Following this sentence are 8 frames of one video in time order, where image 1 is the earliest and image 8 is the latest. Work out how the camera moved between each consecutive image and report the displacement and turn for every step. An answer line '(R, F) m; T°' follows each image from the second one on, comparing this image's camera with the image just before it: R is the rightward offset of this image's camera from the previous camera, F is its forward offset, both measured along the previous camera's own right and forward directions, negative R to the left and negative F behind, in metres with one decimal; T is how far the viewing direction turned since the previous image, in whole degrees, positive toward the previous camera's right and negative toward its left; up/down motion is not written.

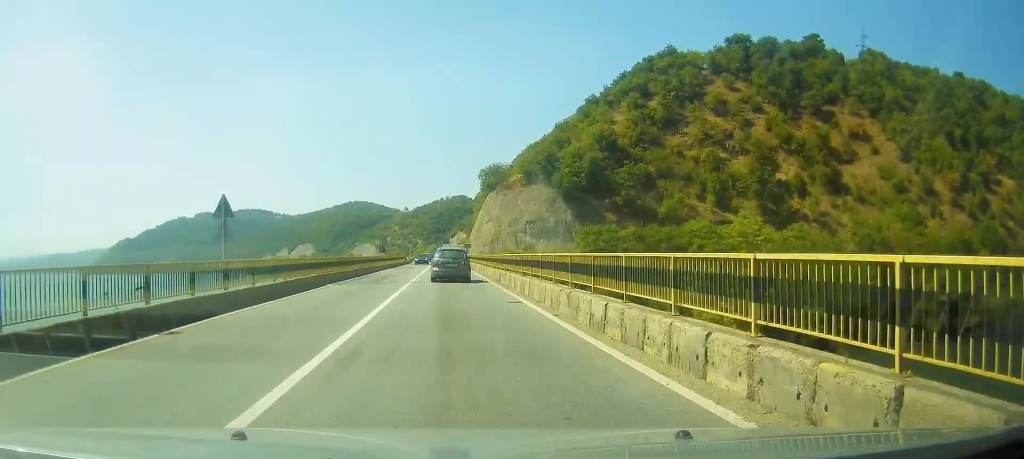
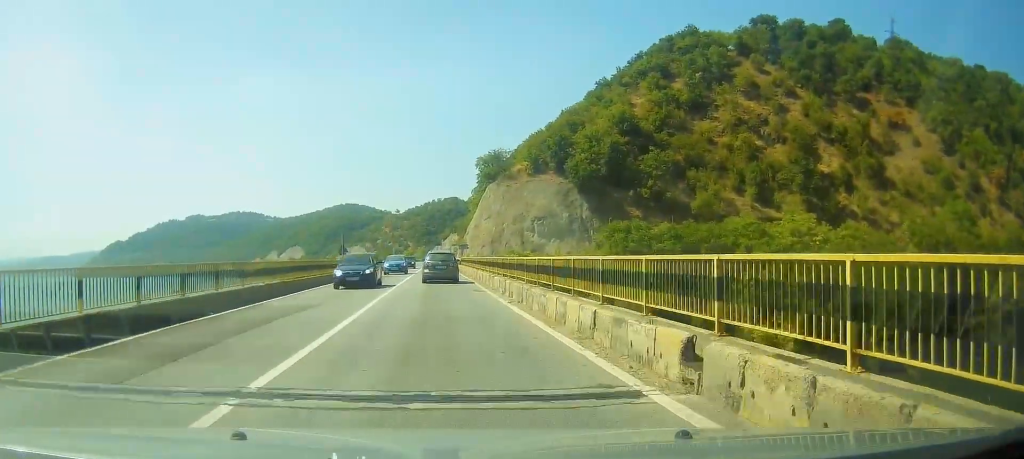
(+0.3, +23.7) m; 0°
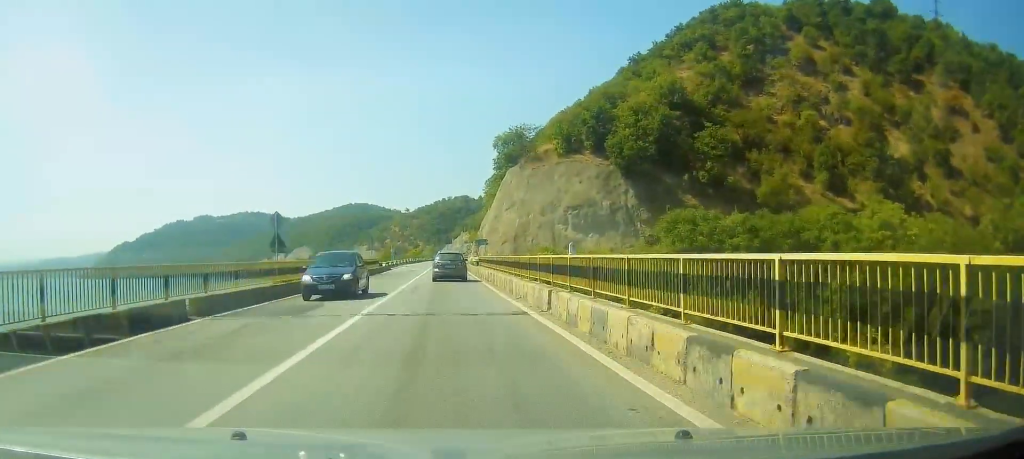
(0.0, +22.6) m; 0°
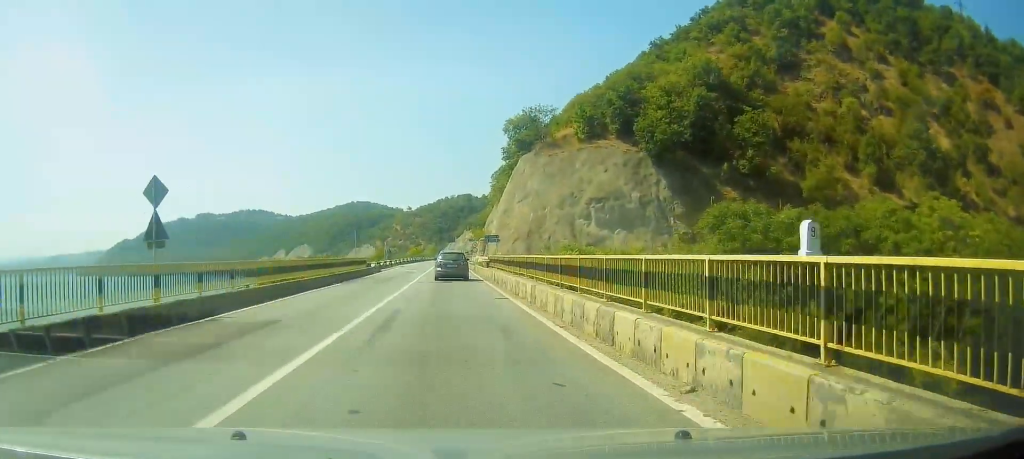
(0.0, +12.6) m; 0°
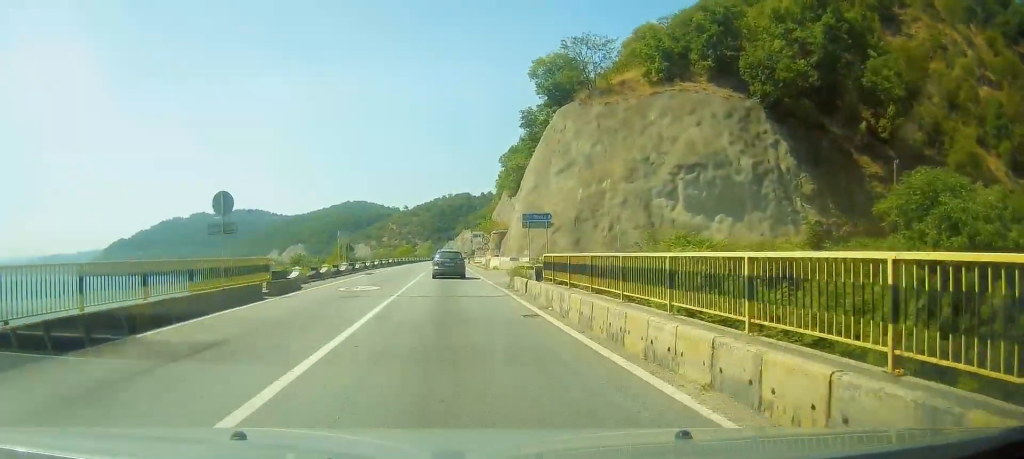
(-0.2, +30.6) m; 0°
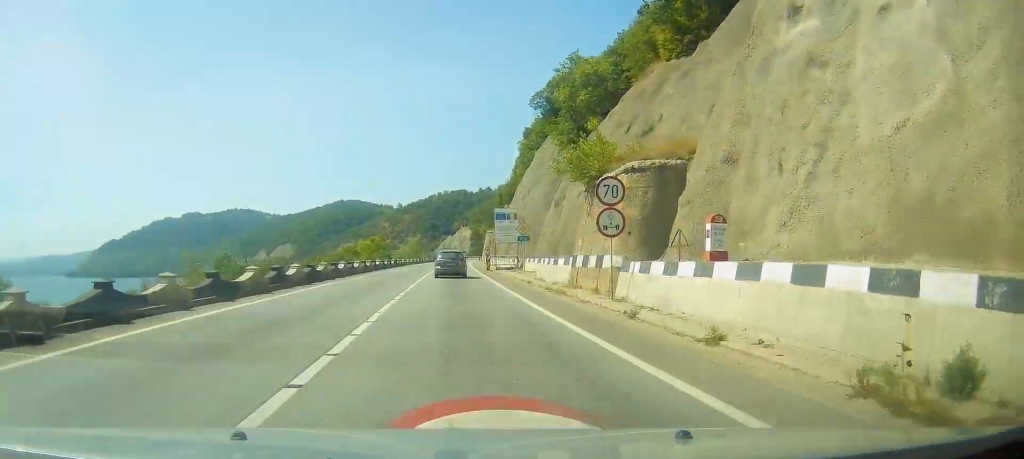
(+0.3, +53.0) m; +1°
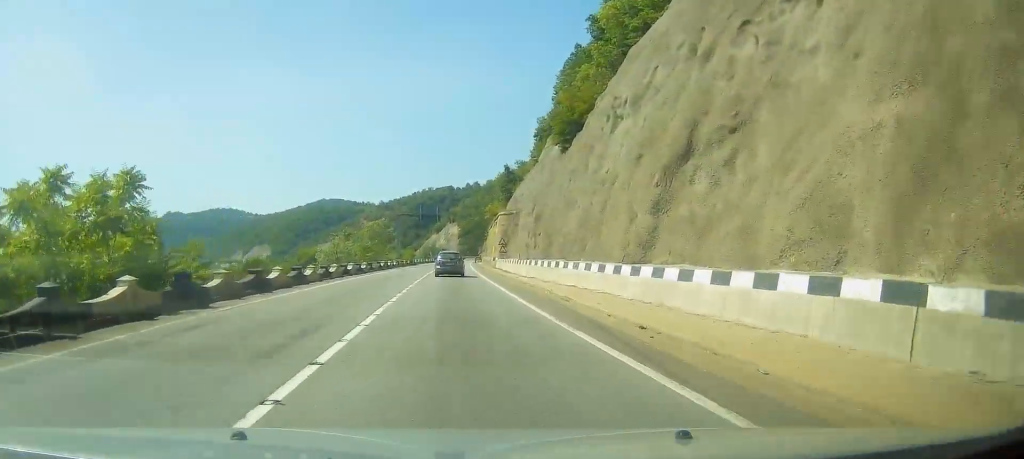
(+0.4, +57.0) m; +1°
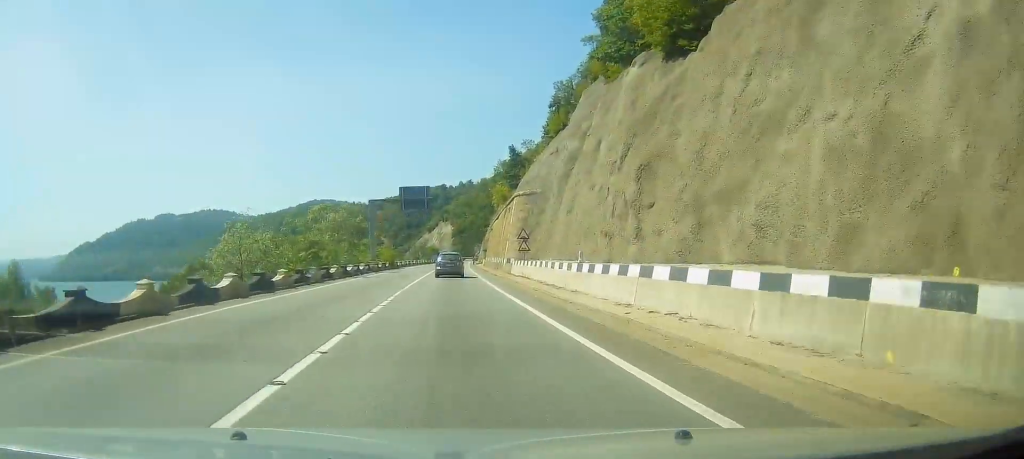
(+0.2, +23.3) m; 0°
